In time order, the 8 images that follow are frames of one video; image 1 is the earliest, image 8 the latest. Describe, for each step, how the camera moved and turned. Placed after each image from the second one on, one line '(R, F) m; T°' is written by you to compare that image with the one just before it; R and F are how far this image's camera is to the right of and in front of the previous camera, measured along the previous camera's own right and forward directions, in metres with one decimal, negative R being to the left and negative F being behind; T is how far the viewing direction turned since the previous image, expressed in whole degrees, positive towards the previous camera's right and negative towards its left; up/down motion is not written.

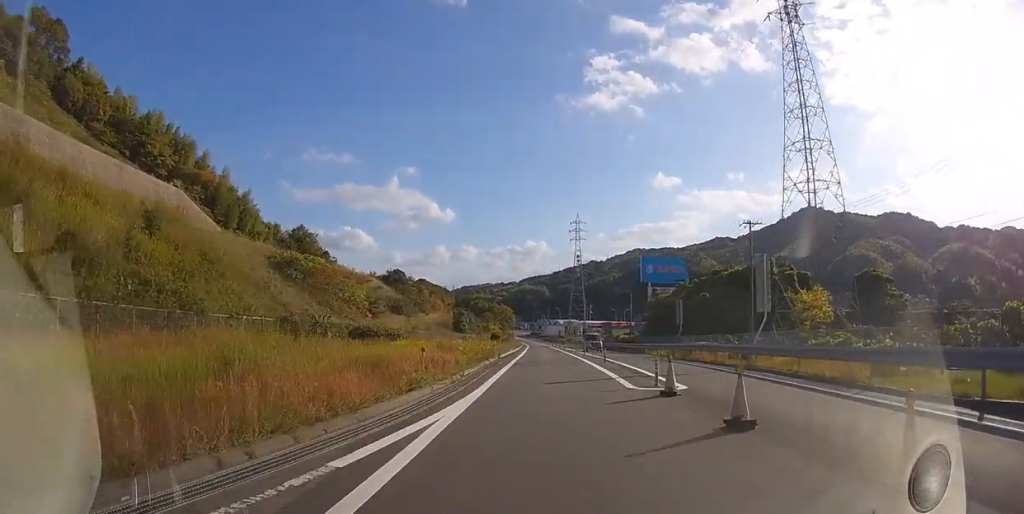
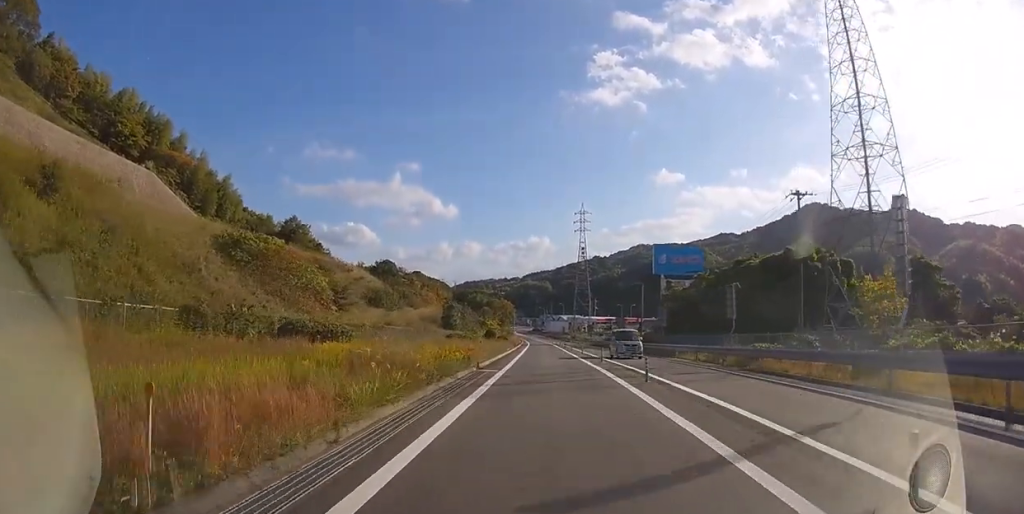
(0.0, +8.4) m; 0°
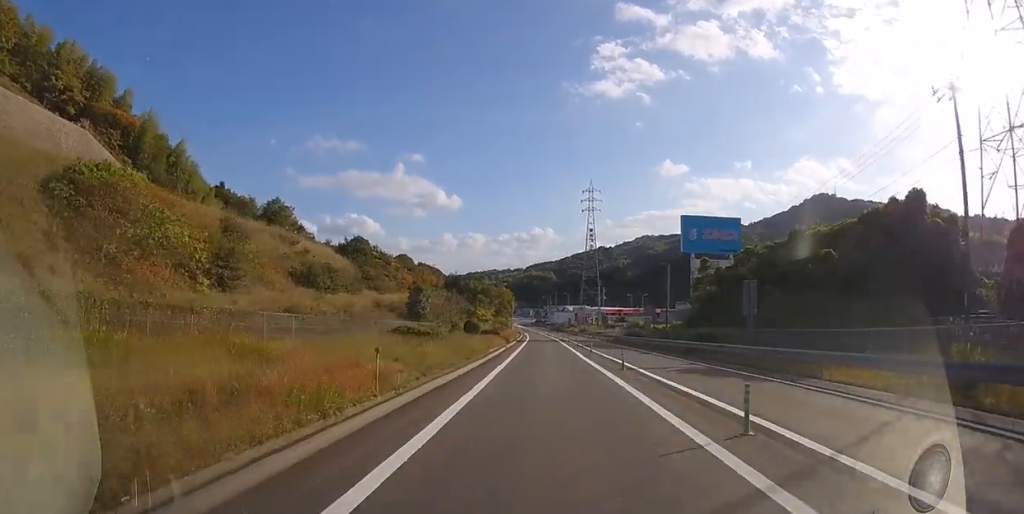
(-0.1, +15.9) m; 0°
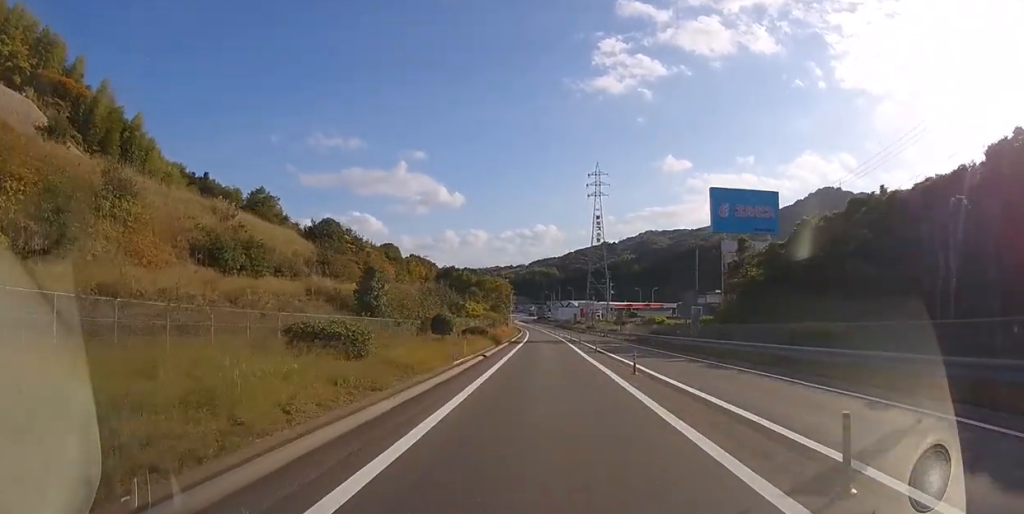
(0.0, +12.4) m; 0°
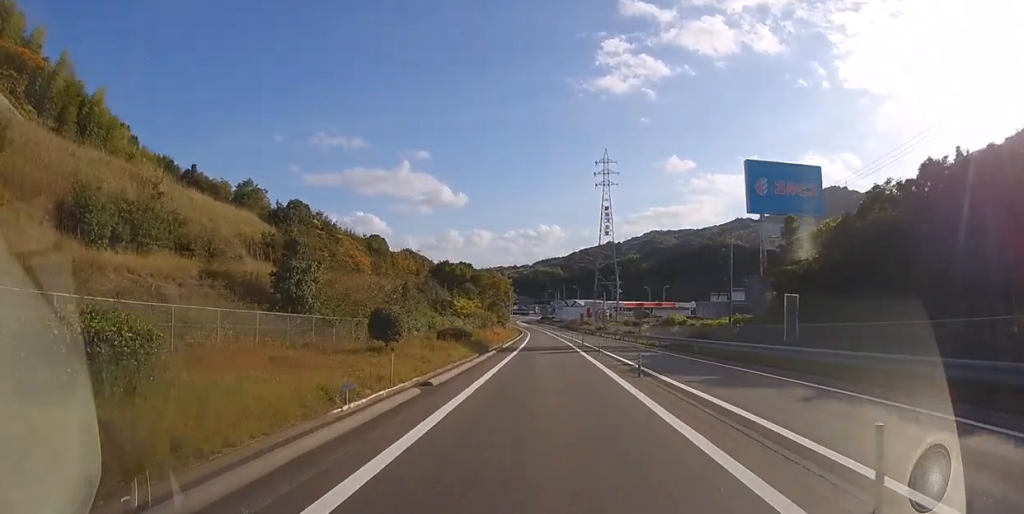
(0.0, +10.3) m; 0°
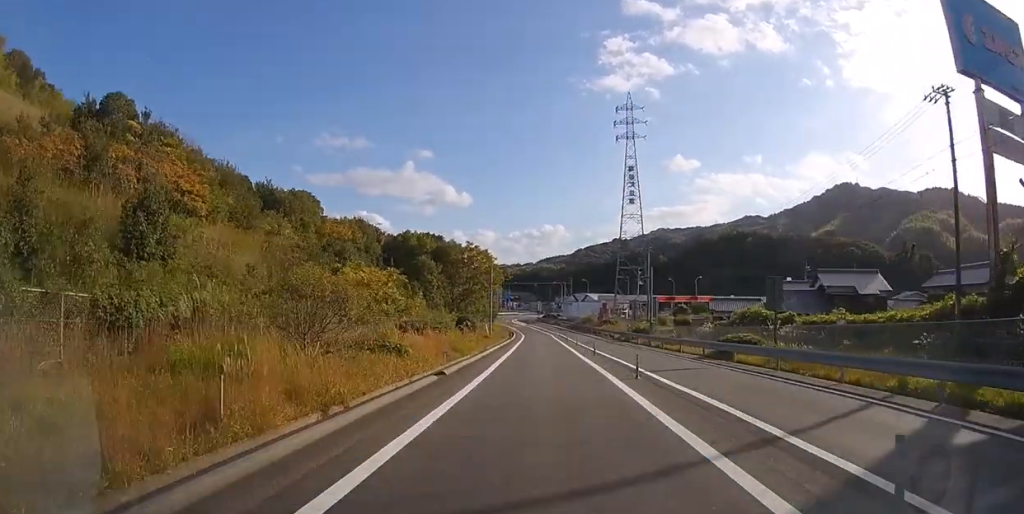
(-0.2, +30.3) m; 0°
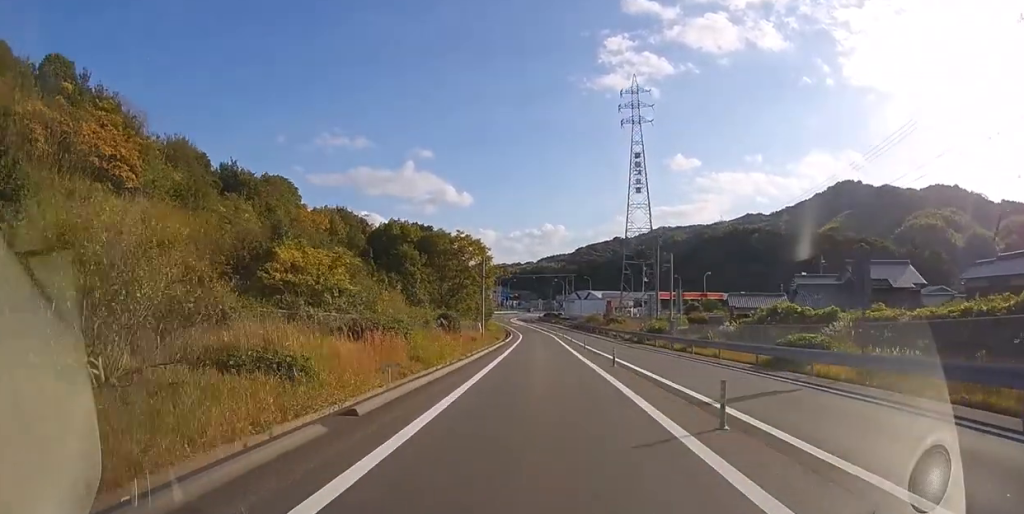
(0.0, +6.8) m; 0°
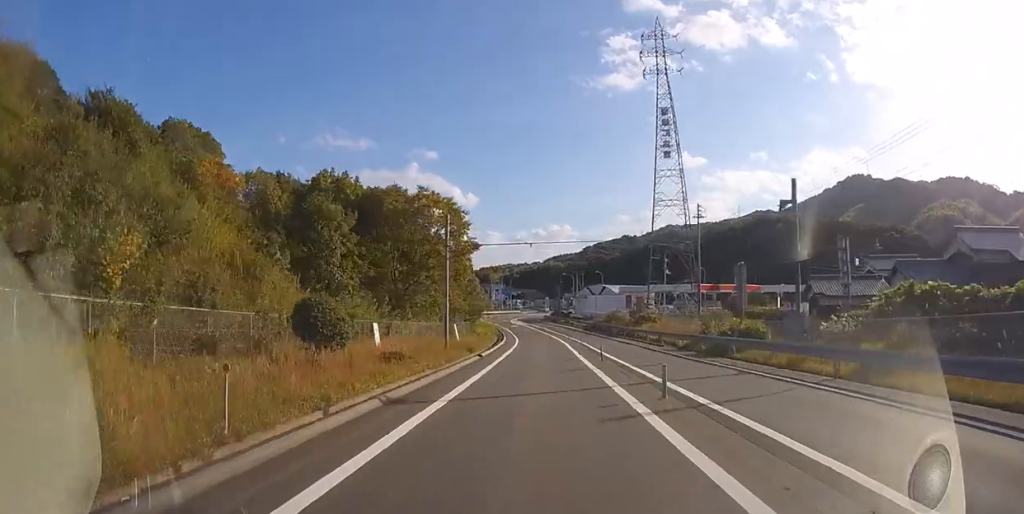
(0.0, +17.1) m; -1°
